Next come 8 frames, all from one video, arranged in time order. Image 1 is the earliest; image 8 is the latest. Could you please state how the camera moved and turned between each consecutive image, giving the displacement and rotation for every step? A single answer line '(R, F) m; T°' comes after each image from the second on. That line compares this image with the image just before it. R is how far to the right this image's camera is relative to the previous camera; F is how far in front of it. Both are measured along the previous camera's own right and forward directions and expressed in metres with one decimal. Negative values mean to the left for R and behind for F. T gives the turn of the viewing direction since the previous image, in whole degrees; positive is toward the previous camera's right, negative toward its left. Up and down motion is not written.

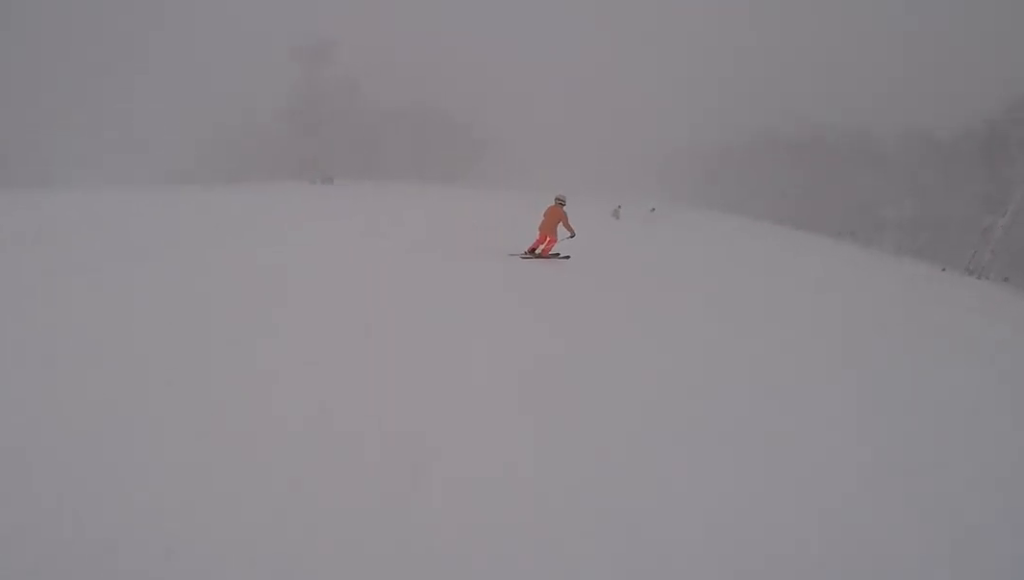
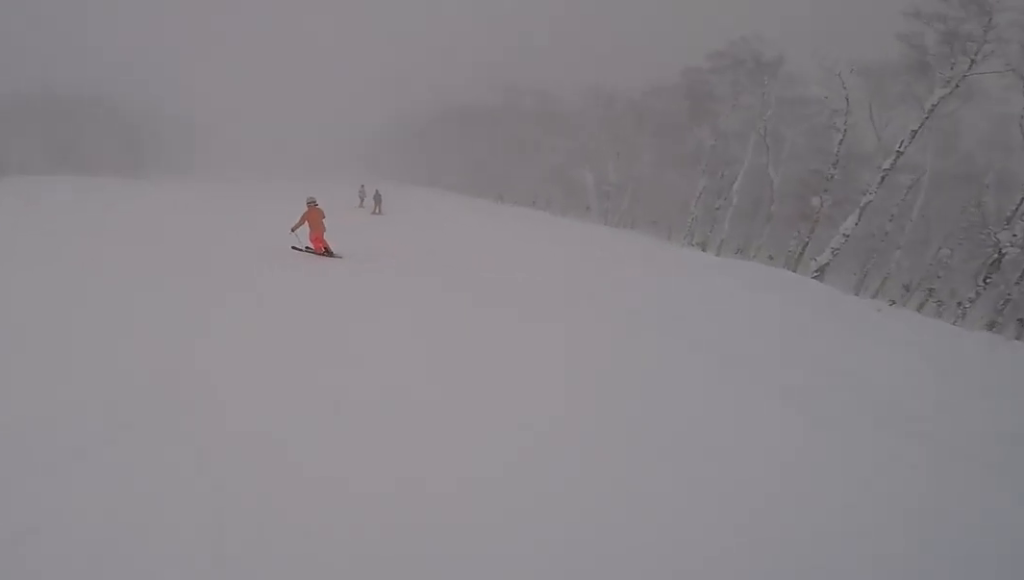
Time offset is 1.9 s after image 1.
(+2.8, +12.3) m; +13°
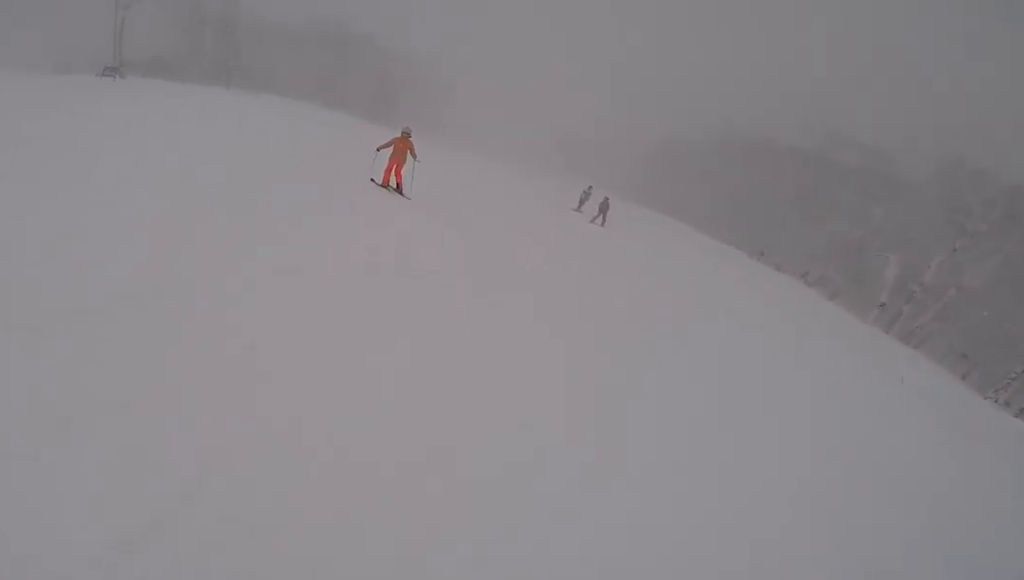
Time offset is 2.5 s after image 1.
(-0.1, +3.8) m; -7°
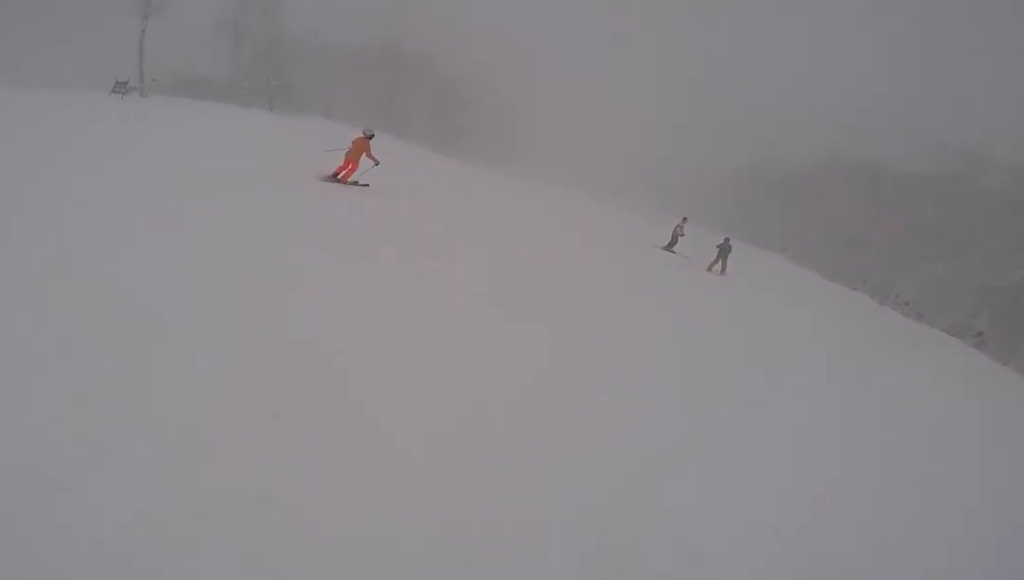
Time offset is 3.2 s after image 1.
(+0.4, +5.4) m; -18°
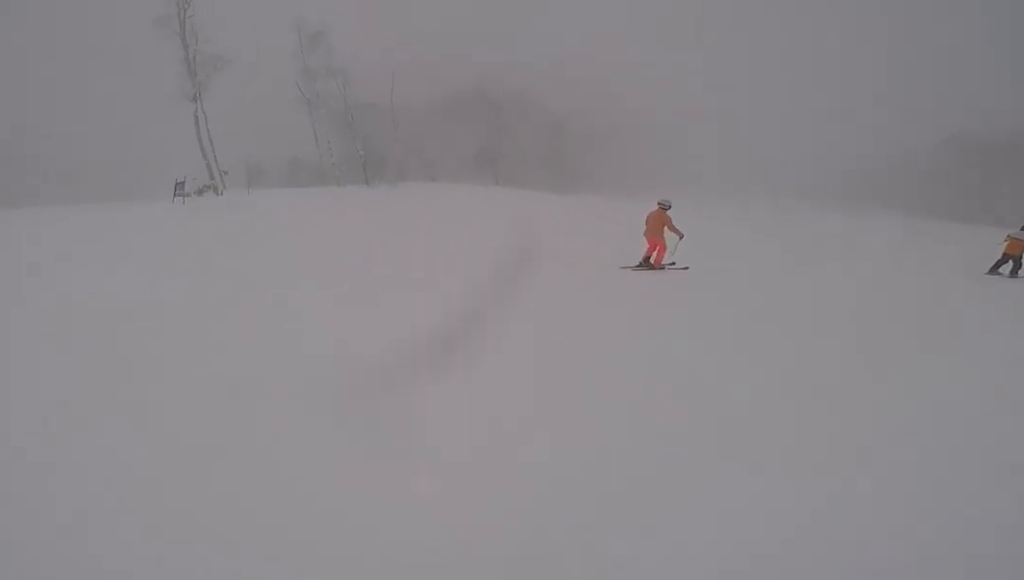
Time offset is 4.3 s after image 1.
(-2.7, +6.9) m; -11°
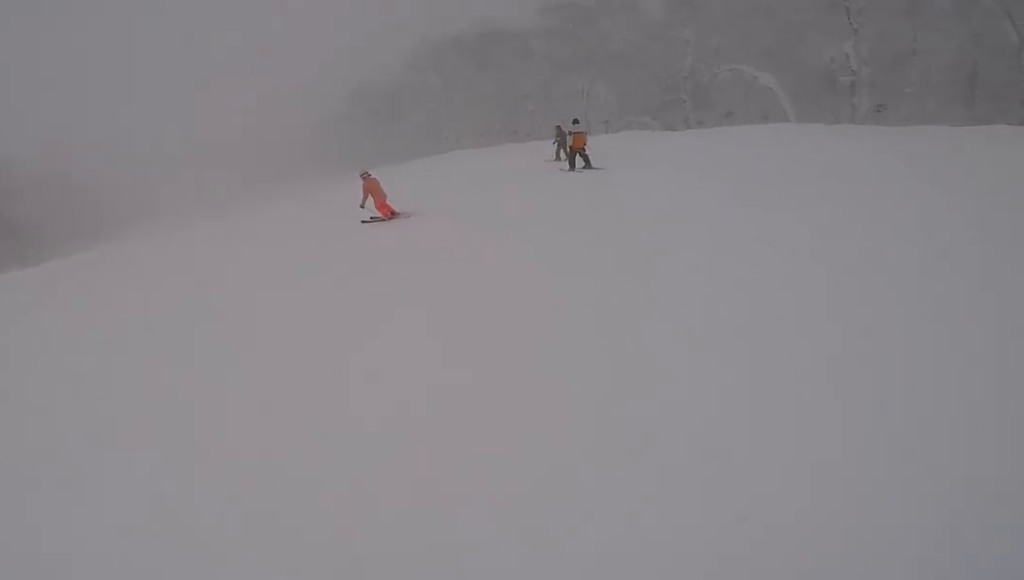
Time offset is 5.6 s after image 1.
(+2.4, +8.0) m; +29°
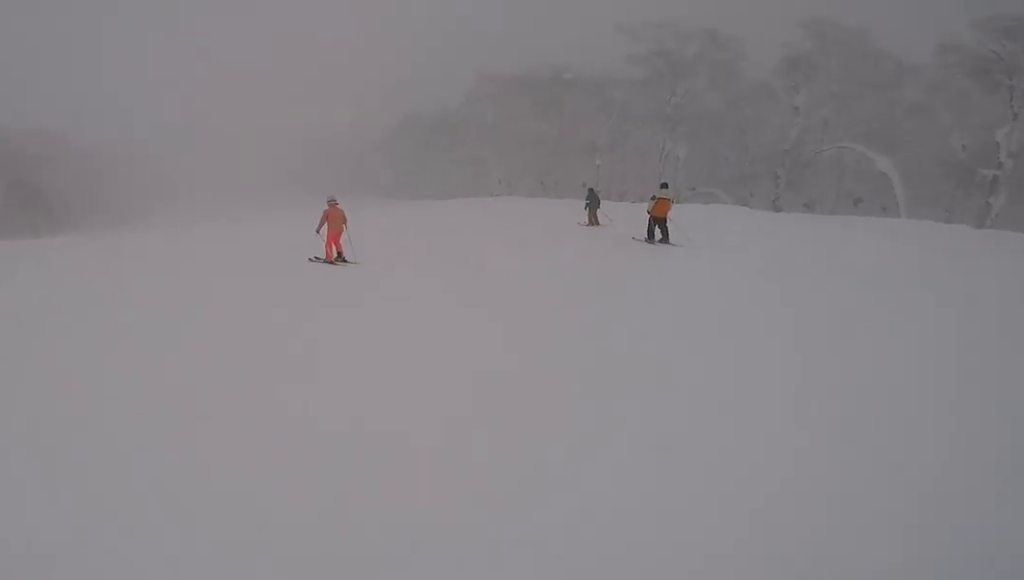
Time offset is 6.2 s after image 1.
(+0.8, +3.9) m; +9°
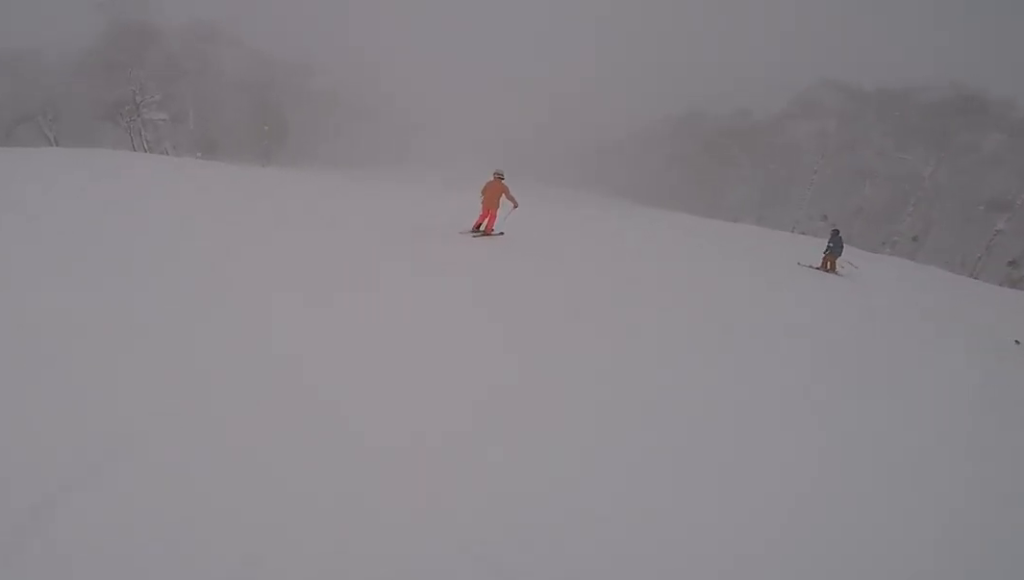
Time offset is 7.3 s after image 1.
(-0.7, +7.5) m; -15°
